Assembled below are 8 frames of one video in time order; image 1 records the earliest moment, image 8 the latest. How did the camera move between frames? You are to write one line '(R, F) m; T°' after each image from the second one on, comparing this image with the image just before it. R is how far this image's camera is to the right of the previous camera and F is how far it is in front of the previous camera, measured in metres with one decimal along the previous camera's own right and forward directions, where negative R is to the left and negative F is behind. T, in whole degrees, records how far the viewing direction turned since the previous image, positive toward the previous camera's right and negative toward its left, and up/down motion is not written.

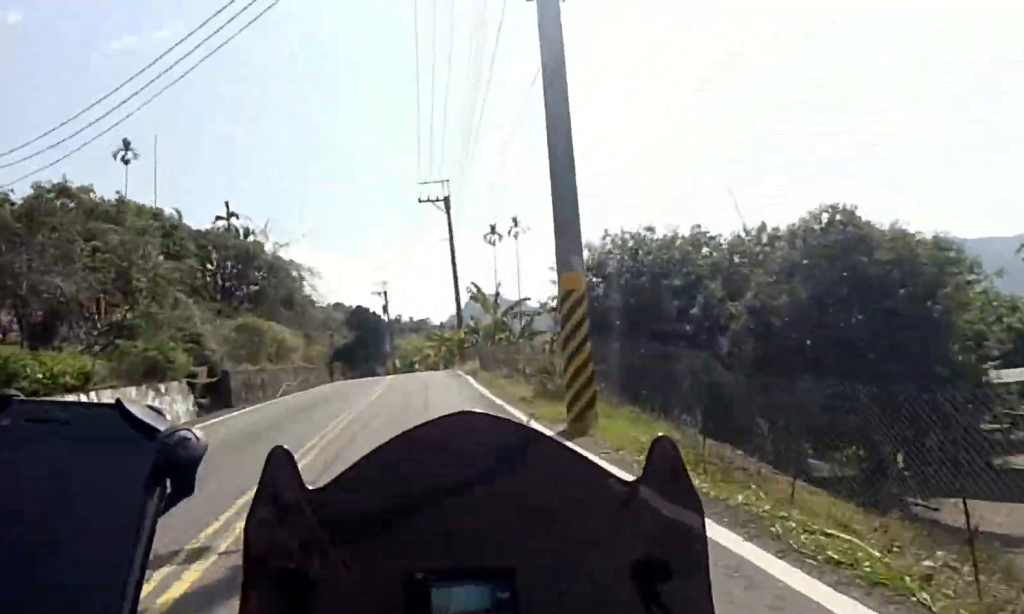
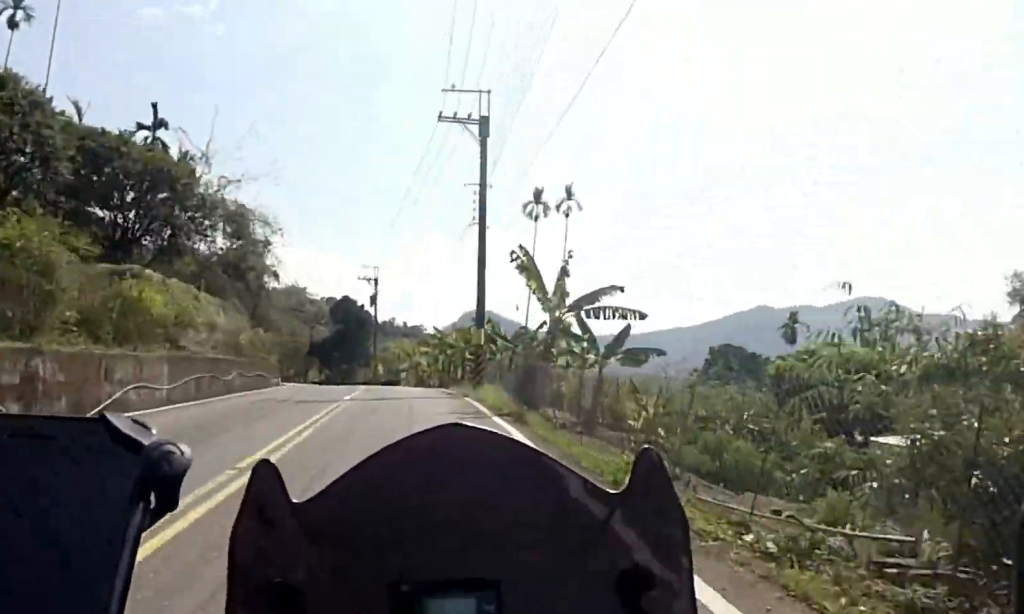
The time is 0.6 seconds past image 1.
(+0.7, +14.3) m; +2°
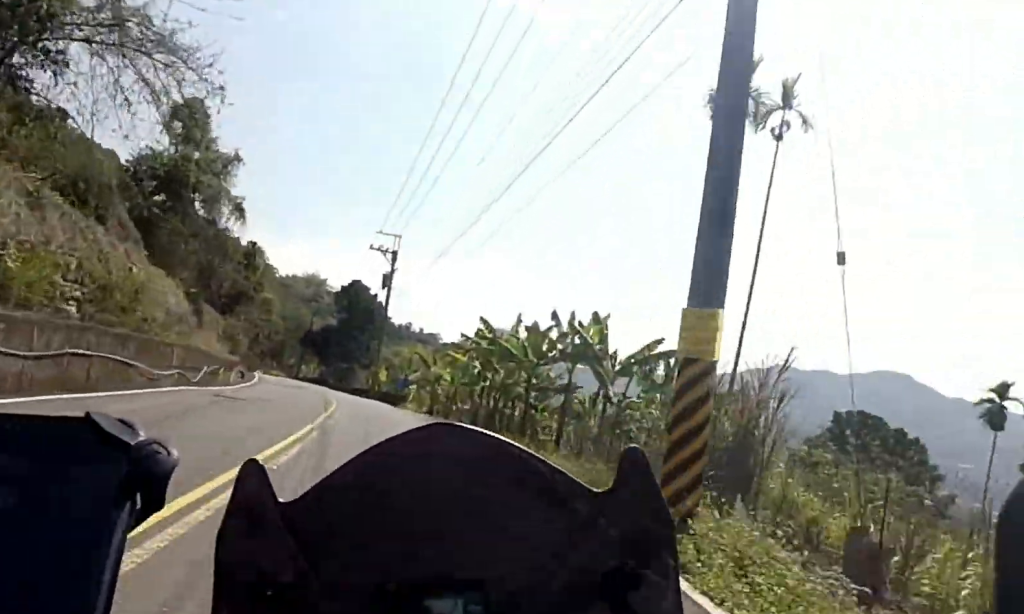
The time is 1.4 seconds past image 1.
(-0.2, +15.6) m; -1°
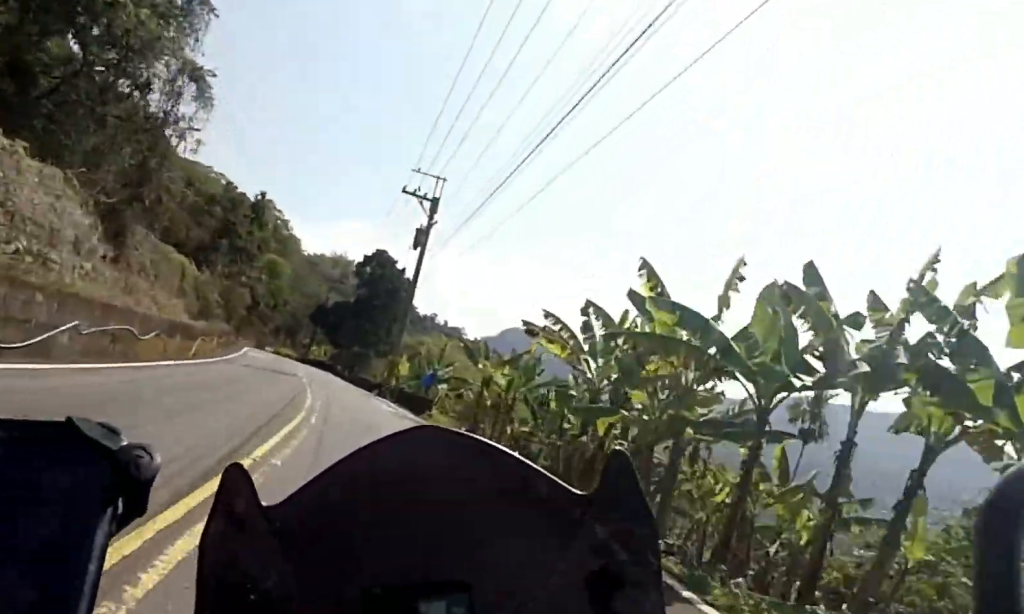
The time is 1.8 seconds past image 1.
(-0.1, +10.3) m; -1°
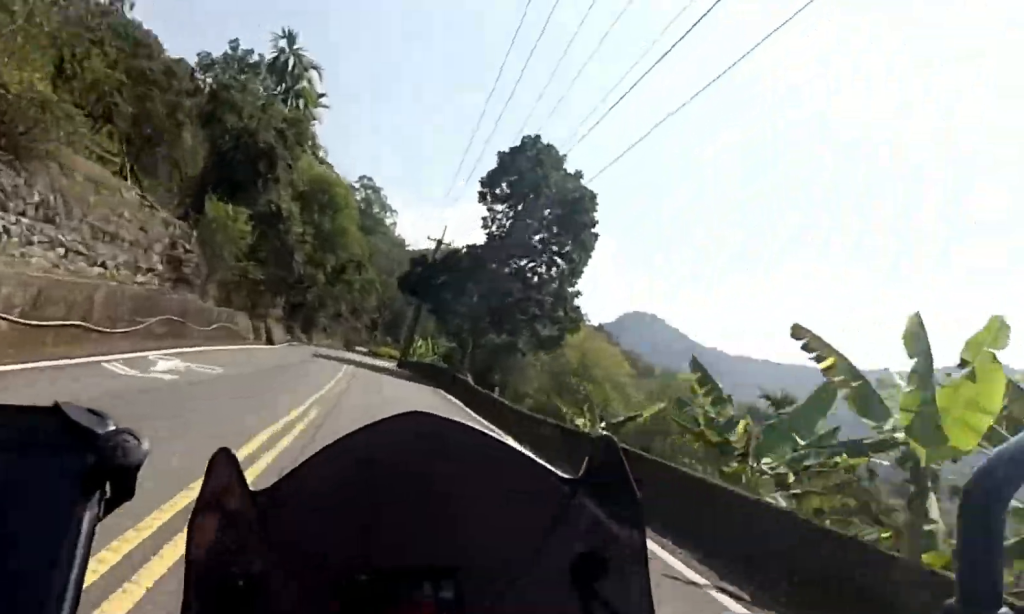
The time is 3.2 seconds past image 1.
(-1.5, +27.4) m; -7°
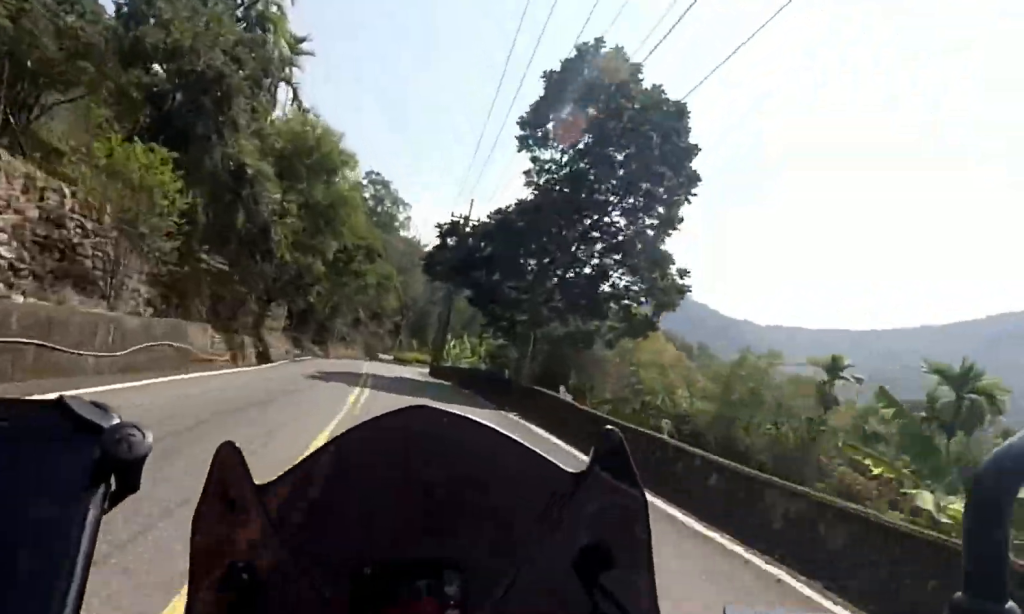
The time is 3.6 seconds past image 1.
(-0.4, +8.1) m; -2°
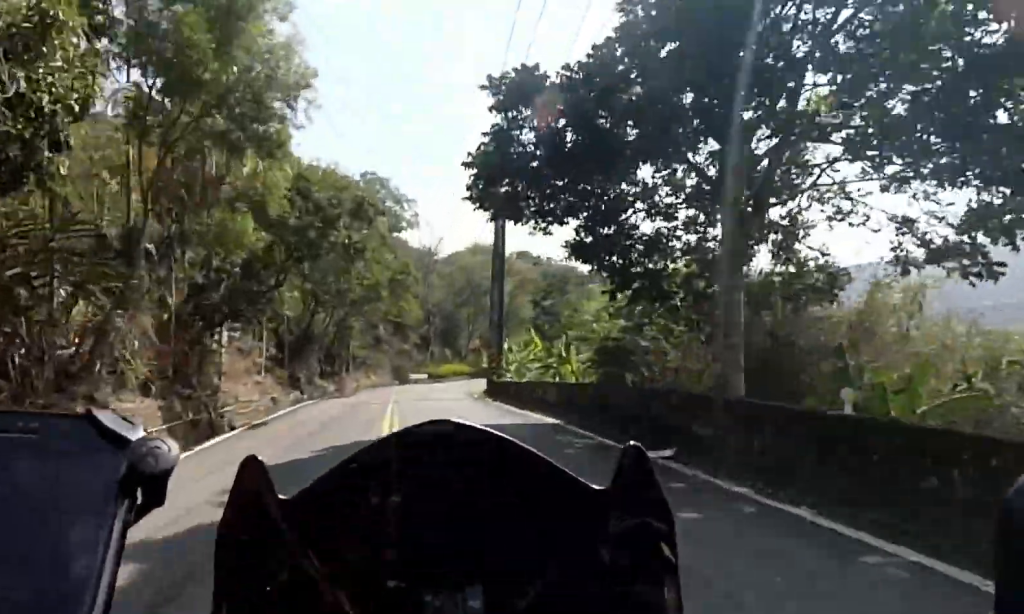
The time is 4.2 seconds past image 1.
(-0.2, +12.3) m; -1°
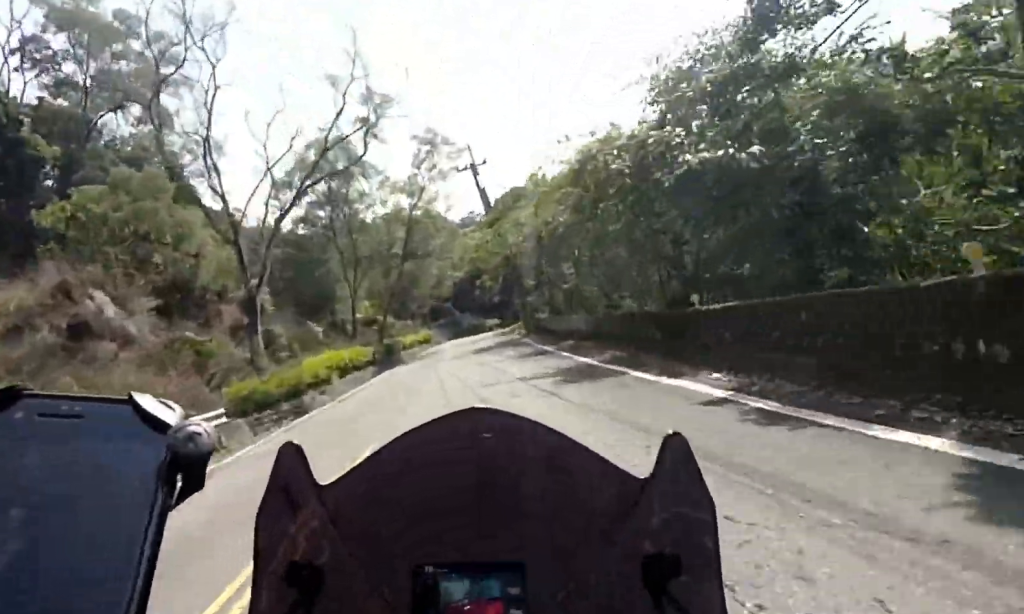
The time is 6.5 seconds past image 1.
(+3.7, +43.2) m; +15°
